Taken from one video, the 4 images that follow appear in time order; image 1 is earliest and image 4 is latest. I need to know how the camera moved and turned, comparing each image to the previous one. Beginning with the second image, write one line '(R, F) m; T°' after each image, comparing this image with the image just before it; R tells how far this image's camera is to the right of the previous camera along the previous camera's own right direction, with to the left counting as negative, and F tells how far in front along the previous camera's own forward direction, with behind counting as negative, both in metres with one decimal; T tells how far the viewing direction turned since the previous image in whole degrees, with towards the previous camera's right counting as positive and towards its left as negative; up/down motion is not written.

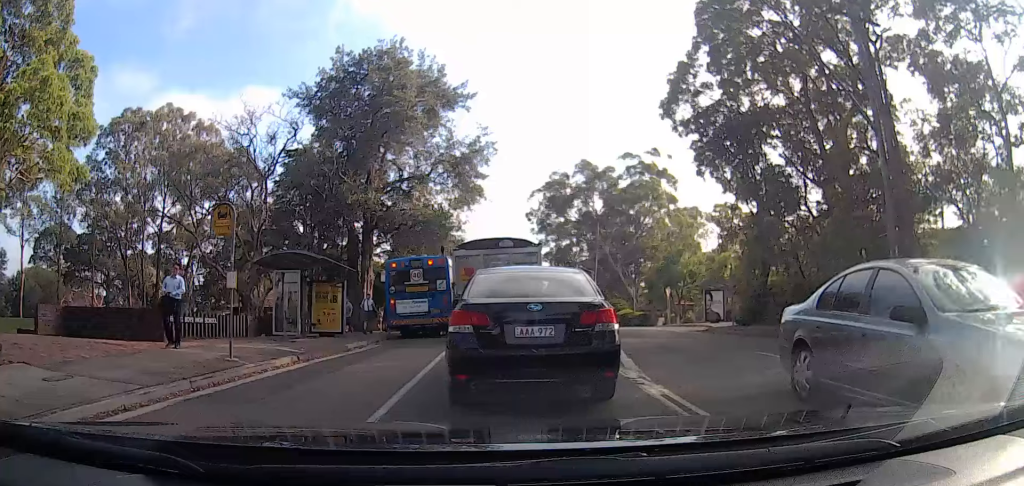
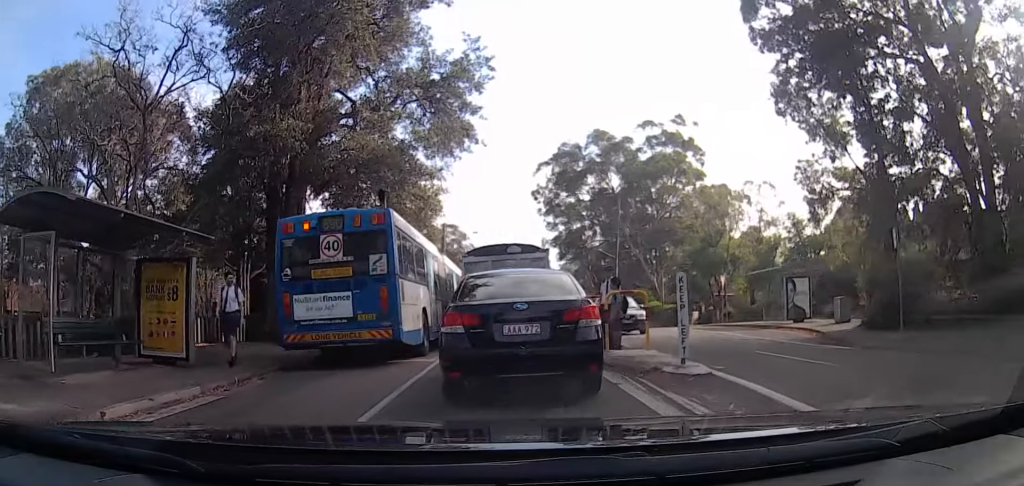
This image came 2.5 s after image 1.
(-0.8, +11.9) m; 0°
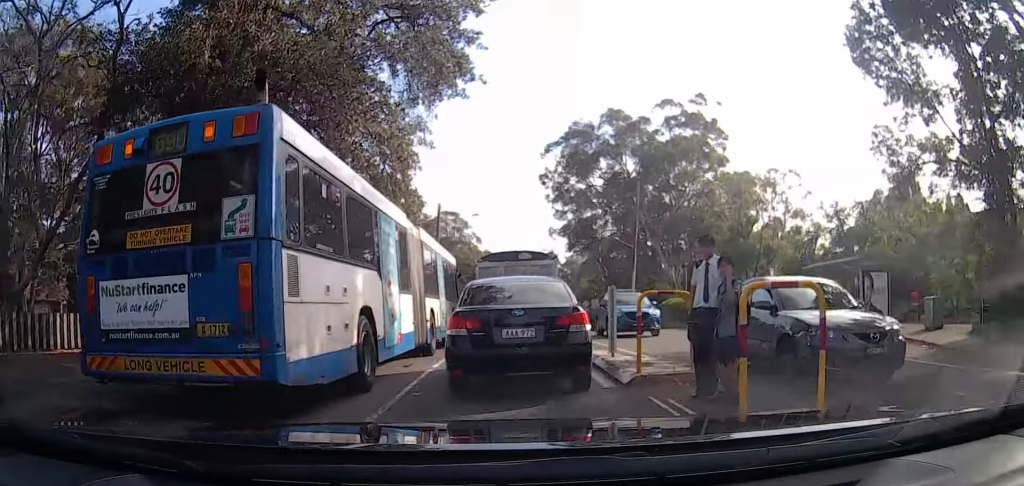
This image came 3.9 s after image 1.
(+0.2, +6.7) m; +1°
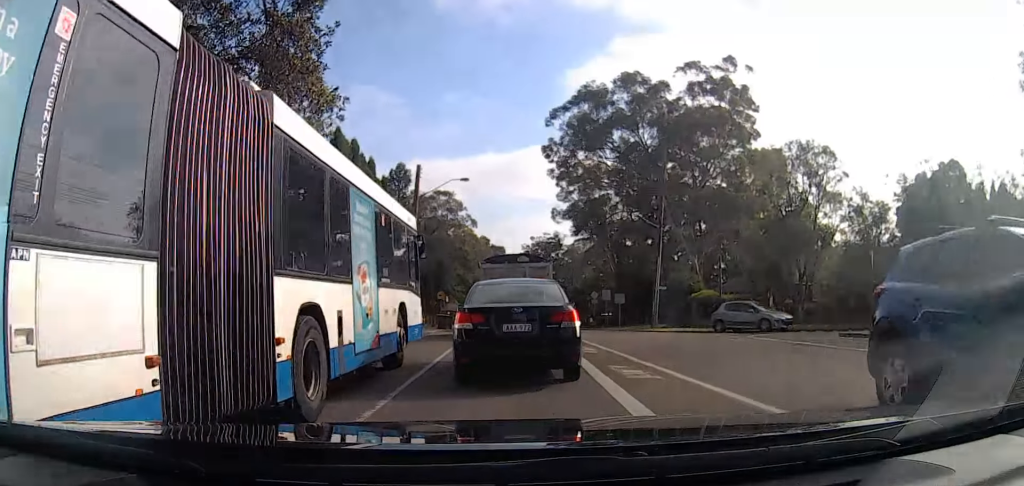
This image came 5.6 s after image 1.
(-0.2, +8.9) m; 0°
